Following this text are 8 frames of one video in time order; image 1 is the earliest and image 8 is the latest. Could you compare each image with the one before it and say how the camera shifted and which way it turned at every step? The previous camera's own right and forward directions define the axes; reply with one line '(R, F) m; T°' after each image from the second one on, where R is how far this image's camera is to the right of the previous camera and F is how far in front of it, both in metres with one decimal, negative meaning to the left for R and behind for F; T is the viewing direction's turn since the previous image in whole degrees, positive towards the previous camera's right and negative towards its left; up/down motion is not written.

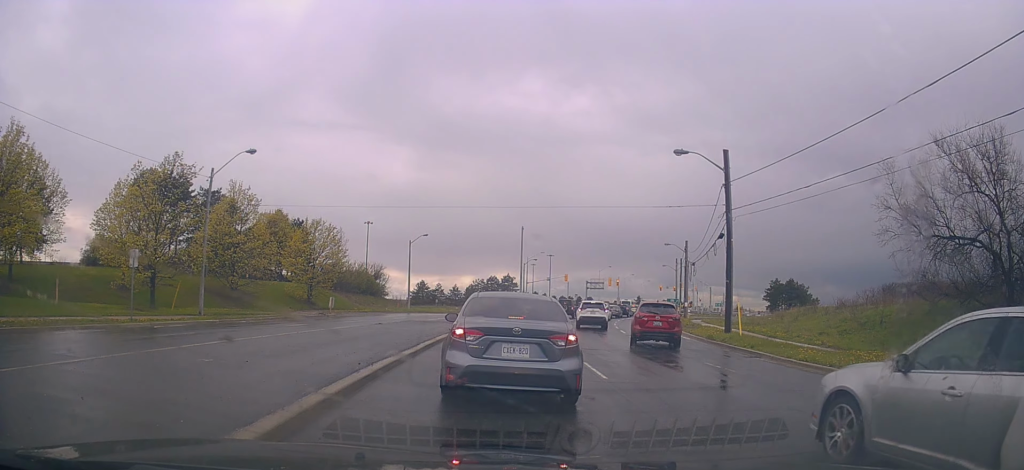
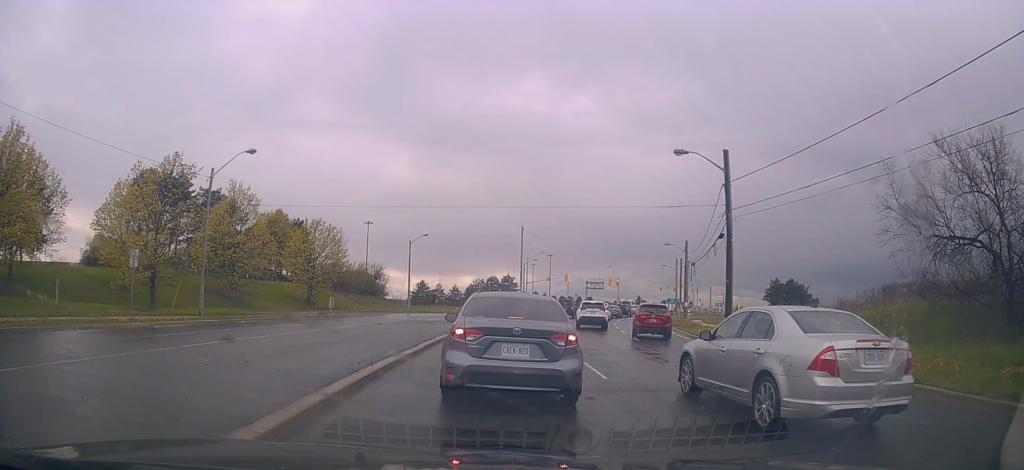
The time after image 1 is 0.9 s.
(0.0, 0.0) m; 0°
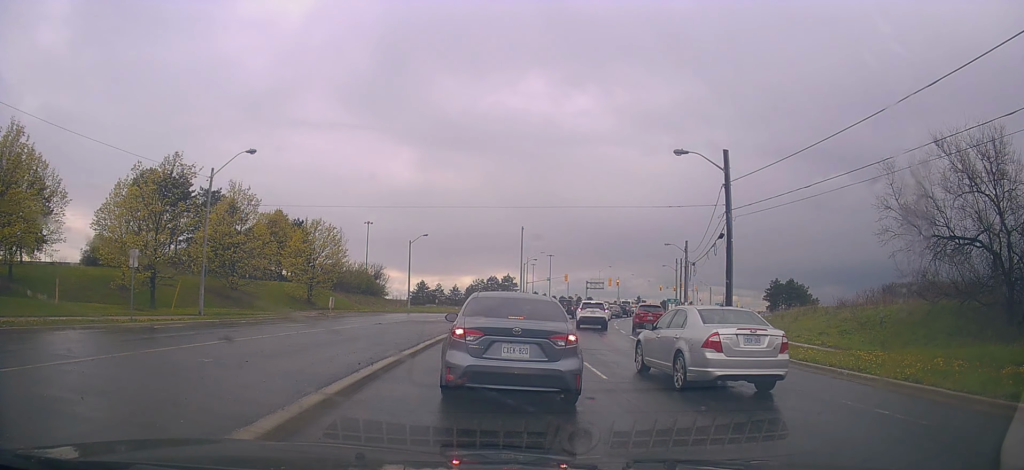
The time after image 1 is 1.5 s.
(0.0, 0.0) m; 0°
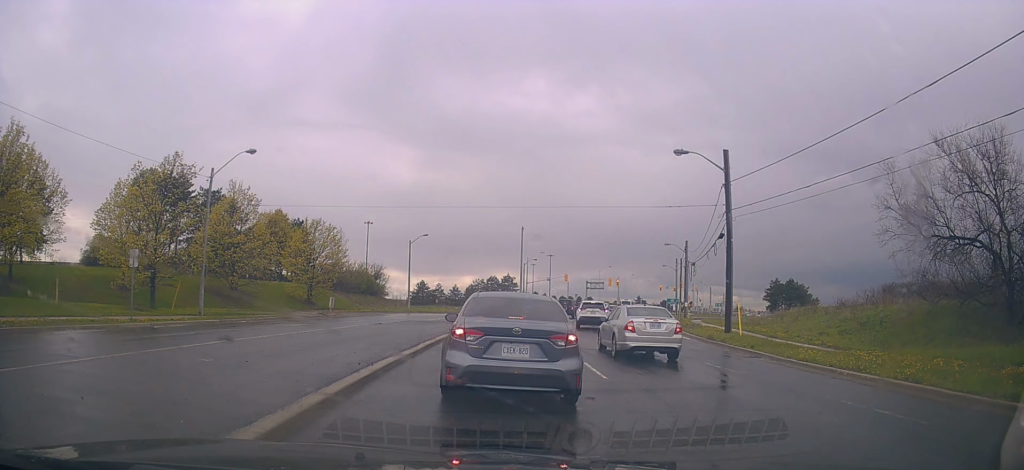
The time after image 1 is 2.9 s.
(0.0, 0.0) m; 0°
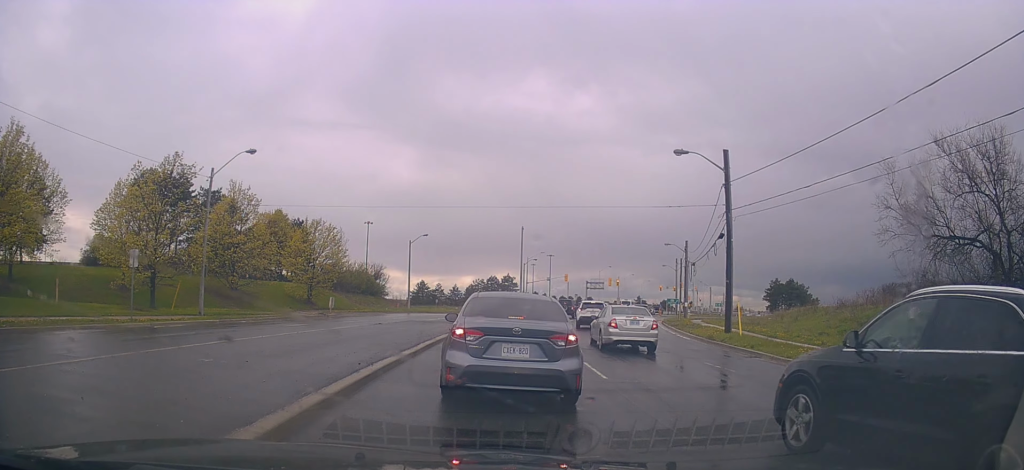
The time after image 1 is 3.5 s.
(0.0, 0.0) m; 0°
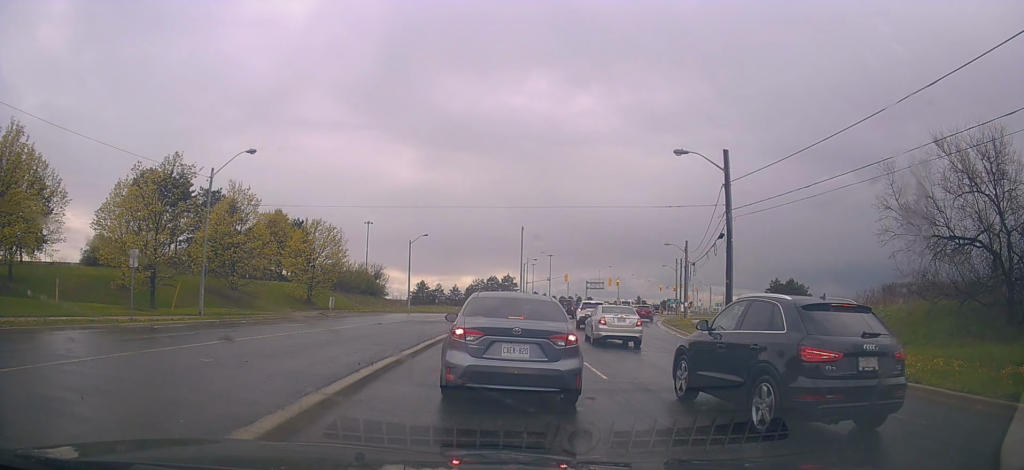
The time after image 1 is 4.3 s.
(0.0, 0.0) m; 0°
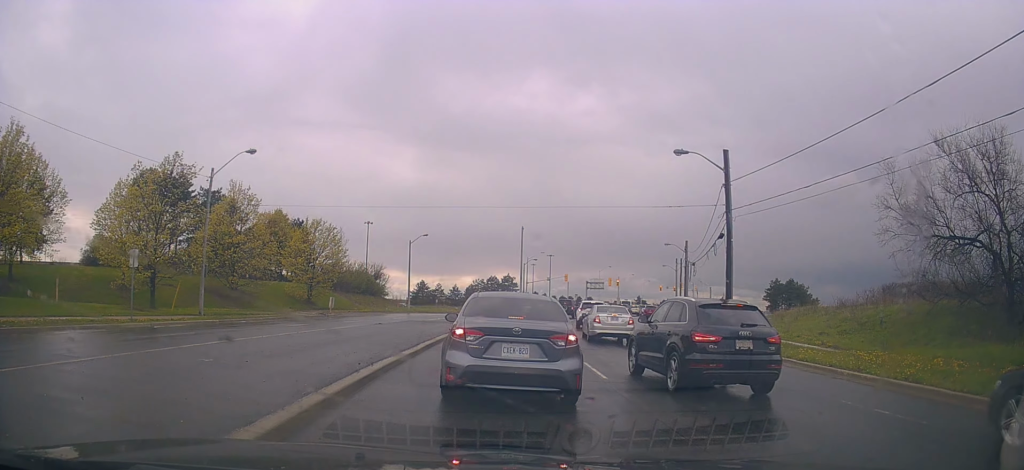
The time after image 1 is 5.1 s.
(0.0, 0.0) m; 0°
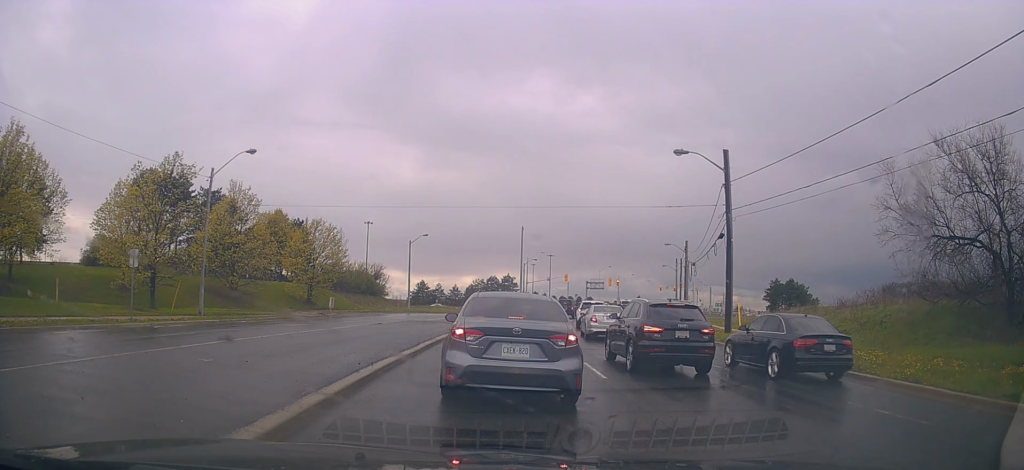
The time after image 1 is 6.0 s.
(0.0, 0.0) m; 0°
